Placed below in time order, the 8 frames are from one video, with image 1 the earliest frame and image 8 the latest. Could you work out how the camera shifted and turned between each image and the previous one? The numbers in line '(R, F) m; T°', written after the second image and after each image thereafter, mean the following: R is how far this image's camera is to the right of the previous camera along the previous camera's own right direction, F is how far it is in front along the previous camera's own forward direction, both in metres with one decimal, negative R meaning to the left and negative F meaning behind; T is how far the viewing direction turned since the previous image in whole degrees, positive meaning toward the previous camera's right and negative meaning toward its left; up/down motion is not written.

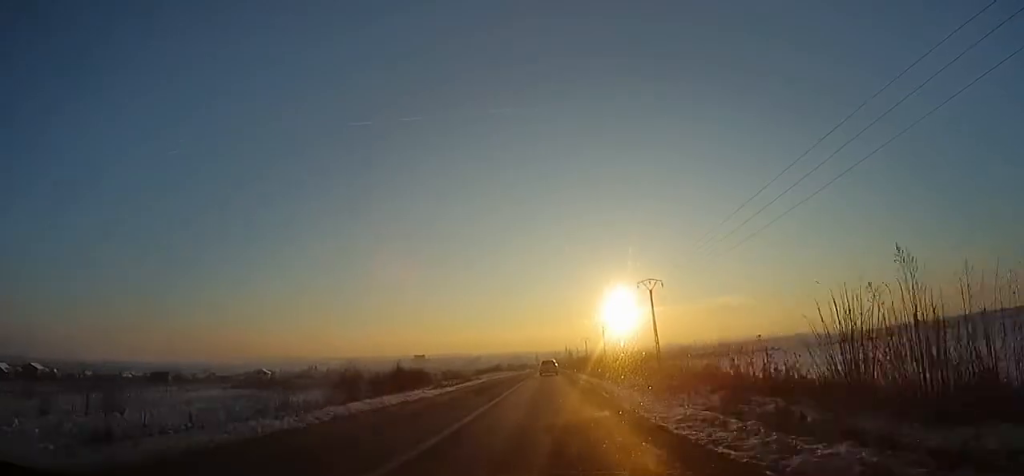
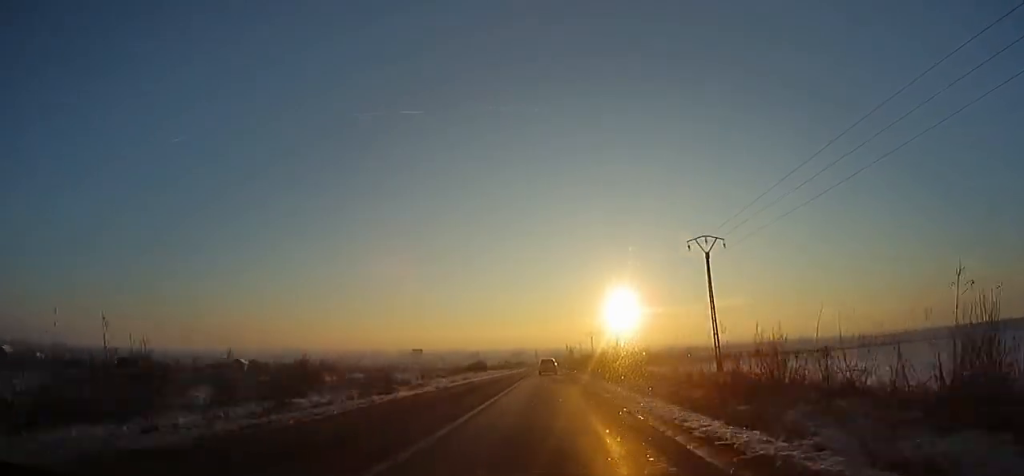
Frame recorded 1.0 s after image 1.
(0.0, +21.9) m; 0°
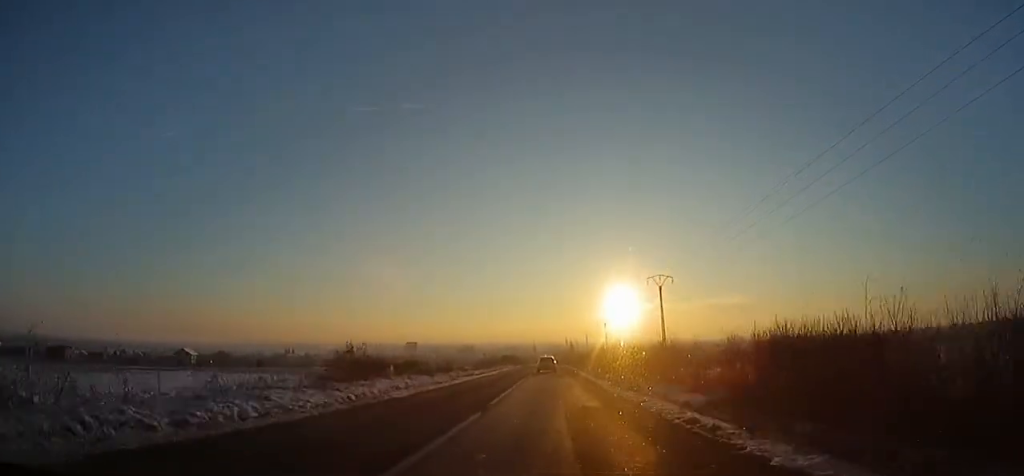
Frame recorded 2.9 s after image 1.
(-0.4, +40.2) m; 0°
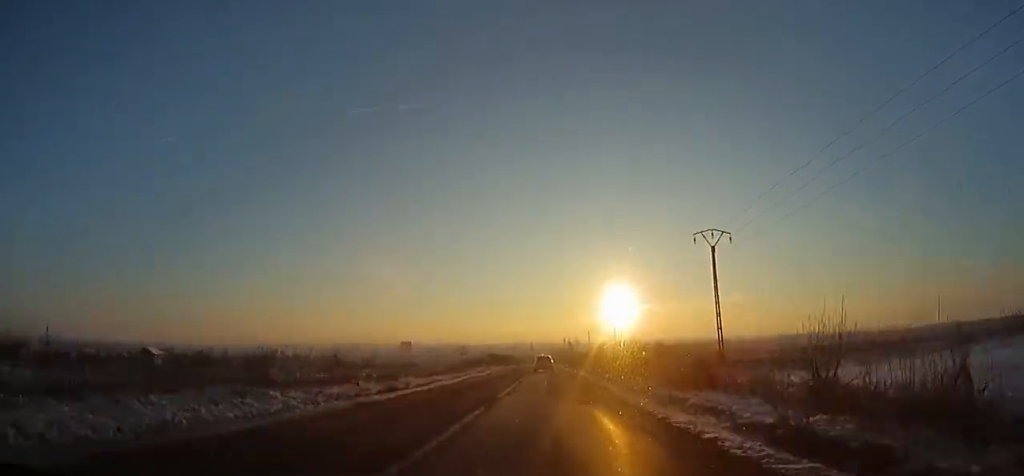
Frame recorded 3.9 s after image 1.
(+0.4, +21.1) m; 0°
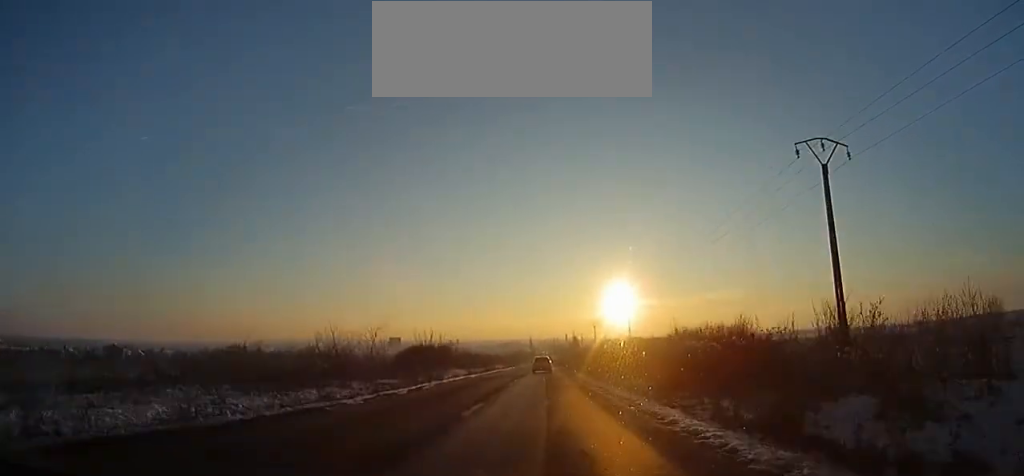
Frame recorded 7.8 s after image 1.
(-1.1, +80.1) m; 0°
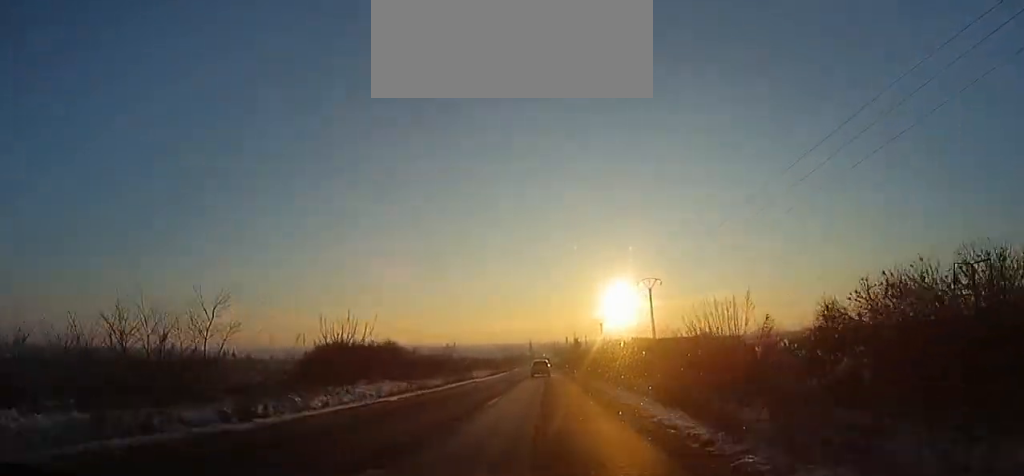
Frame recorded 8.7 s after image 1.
(-0.1, +19.2) m; +1°
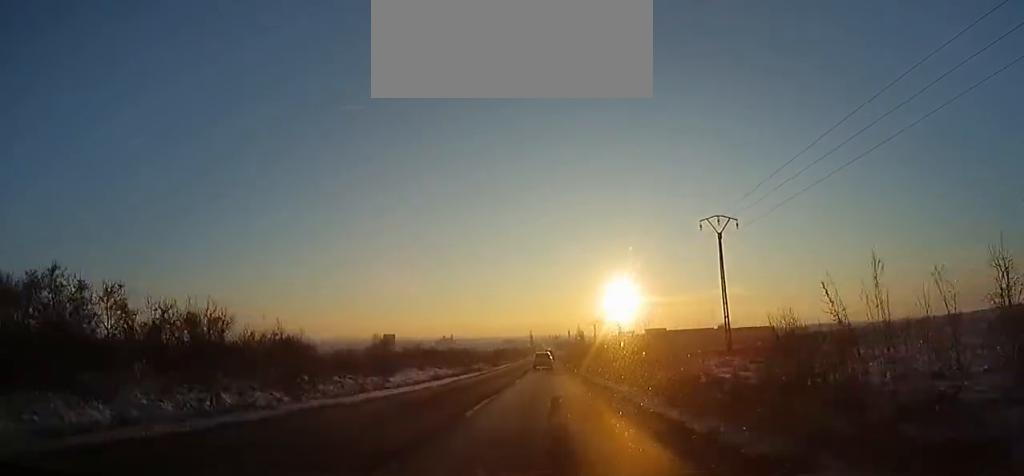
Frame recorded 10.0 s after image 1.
(+0.7, +26.4) m; 0°
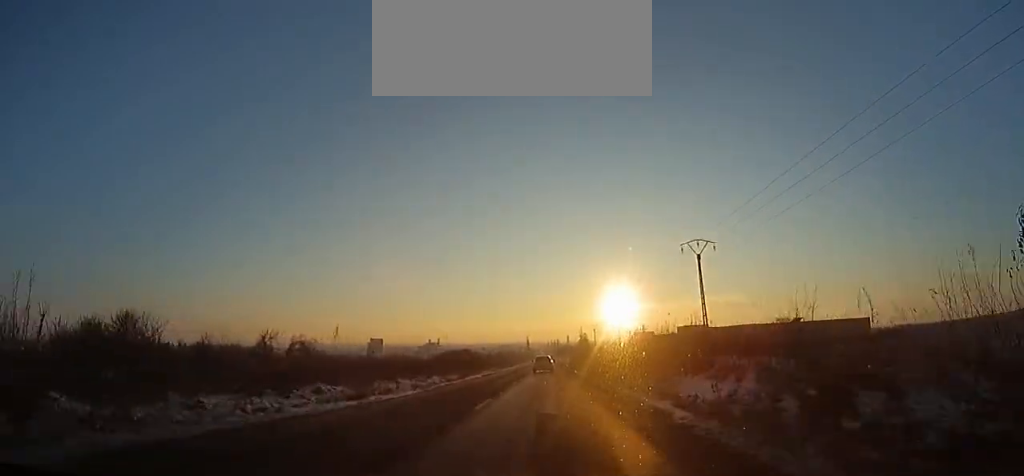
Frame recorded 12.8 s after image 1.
(-0.8, +55.1) m; -1°
